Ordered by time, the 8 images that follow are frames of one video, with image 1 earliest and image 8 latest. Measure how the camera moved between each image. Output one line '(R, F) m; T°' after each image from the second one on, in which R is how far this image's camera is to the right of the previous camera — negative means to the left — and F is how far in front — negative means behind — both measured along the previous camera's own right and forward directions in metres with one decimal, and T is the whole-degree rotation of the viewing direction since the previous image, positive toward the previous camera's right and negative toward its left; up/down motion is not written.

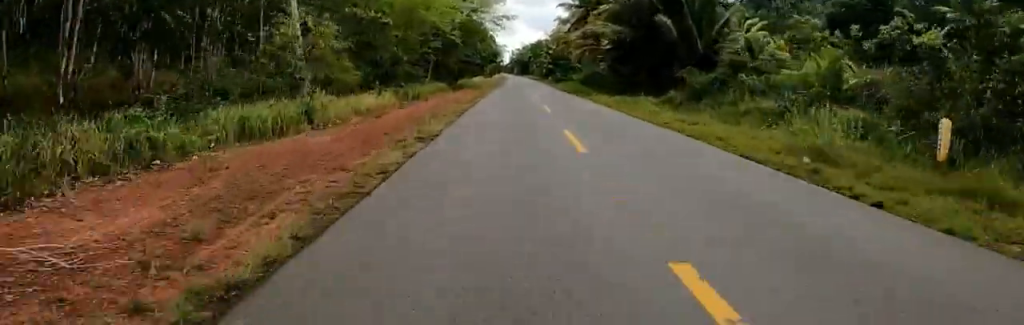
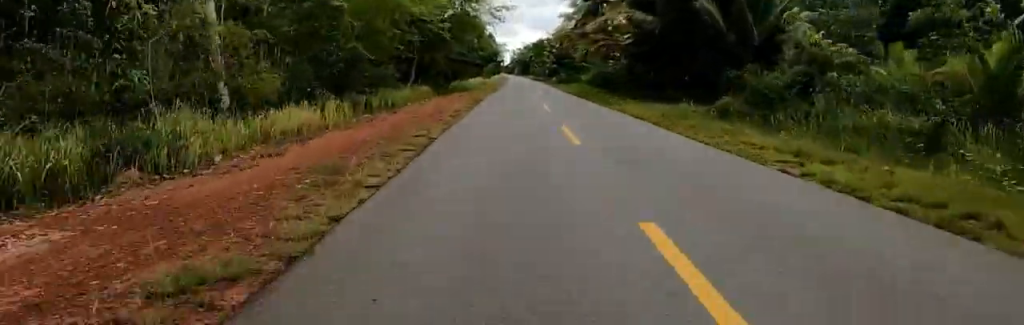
(-0.1, +6.4) m; +1°
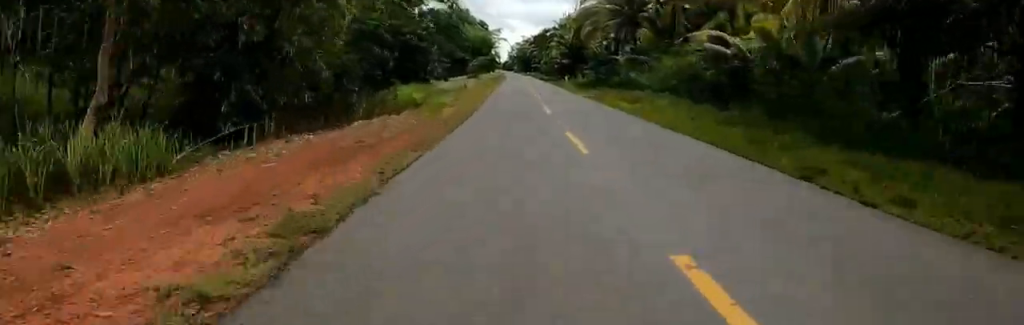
(+0.5, +24.5) m; +1°
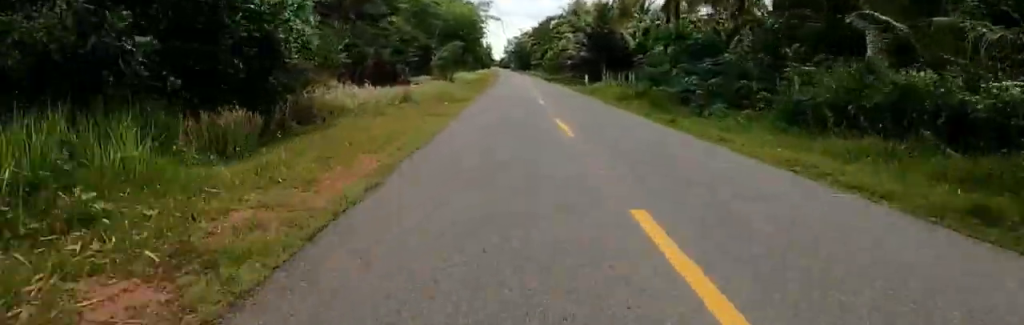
(+0.3, +22.4) m; 0°
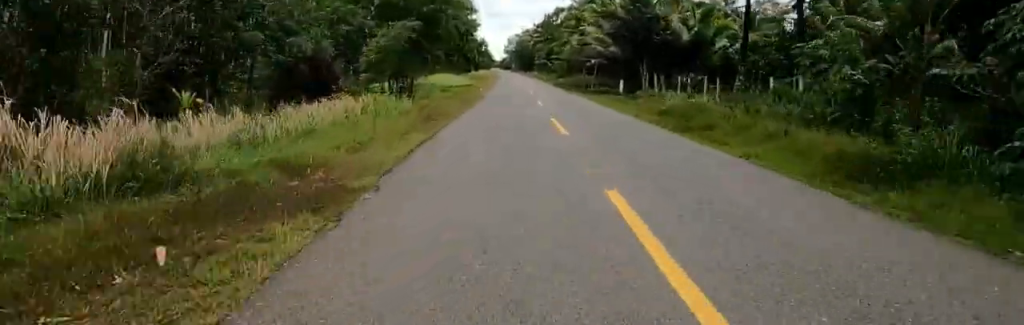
(-0.6, +15.4) m; -3°
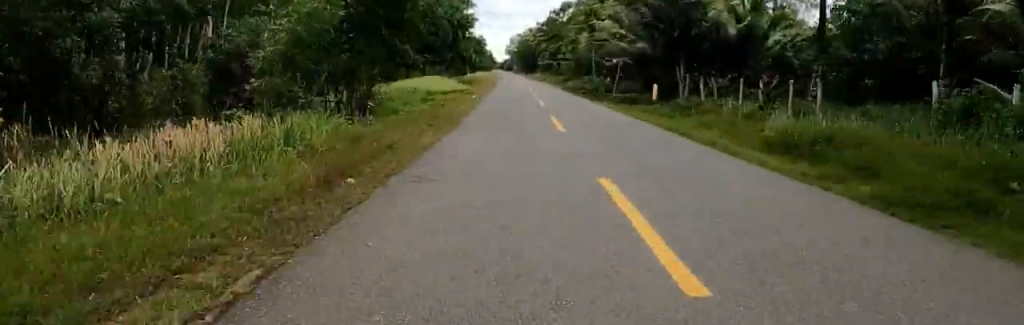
(-0.3, +7.2) m; 0°
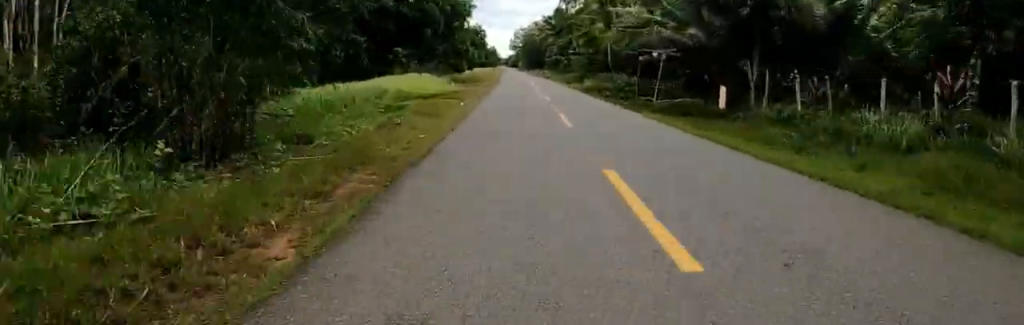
(+0.5, +8.0) m; +3°
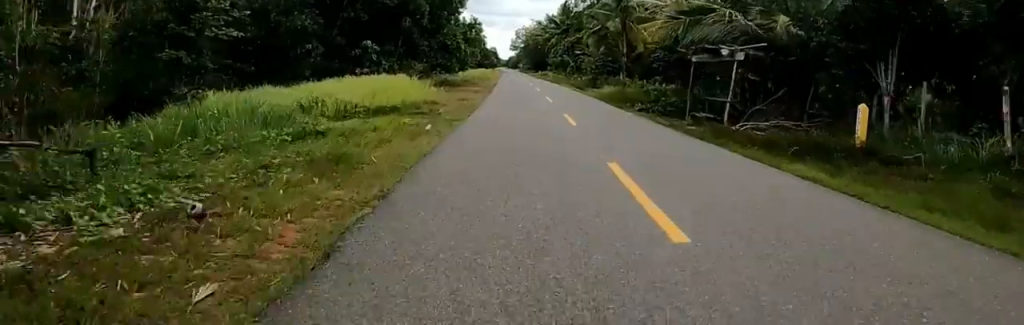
(+0.1, +7.1) m; +1°
